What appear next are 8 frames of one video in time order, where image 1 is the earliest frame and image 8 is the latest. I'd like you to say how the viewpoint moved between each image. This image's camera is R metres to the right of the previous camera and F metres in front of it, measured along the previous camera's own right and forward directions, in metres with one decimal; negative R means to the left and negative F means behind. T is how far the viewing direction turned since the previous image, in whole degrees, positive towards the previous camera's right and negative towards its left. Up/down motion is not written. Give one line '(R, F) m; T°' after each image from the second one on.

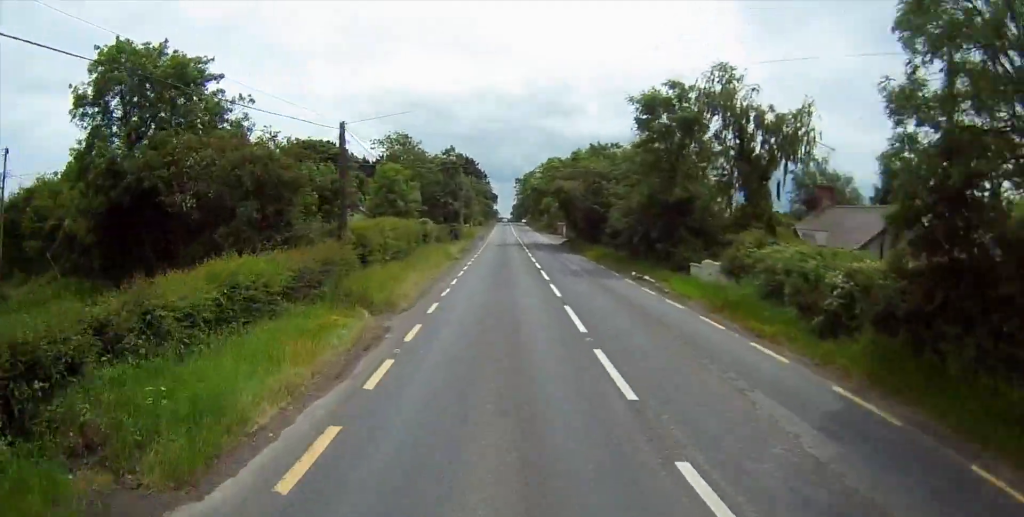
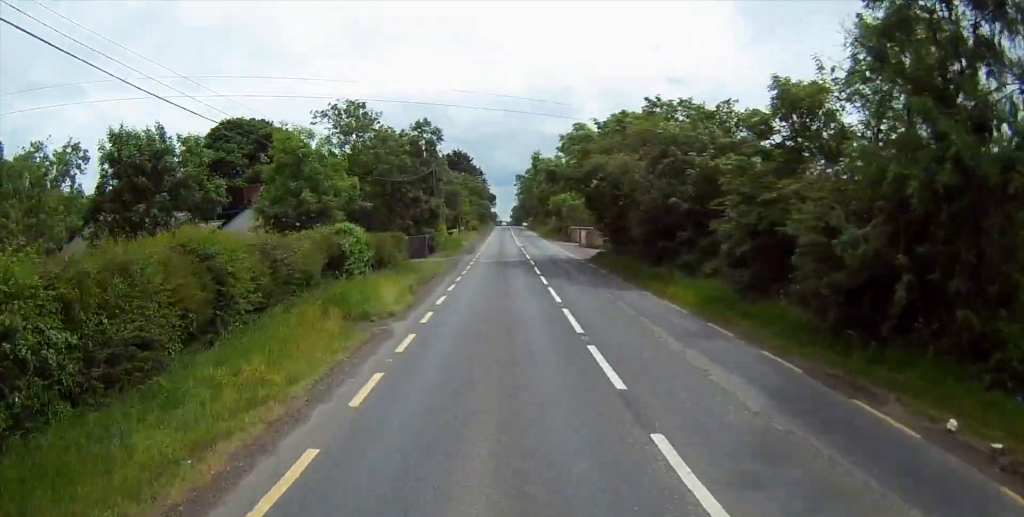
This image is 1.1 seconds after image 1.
(+0.4, +23.8) m; 0°
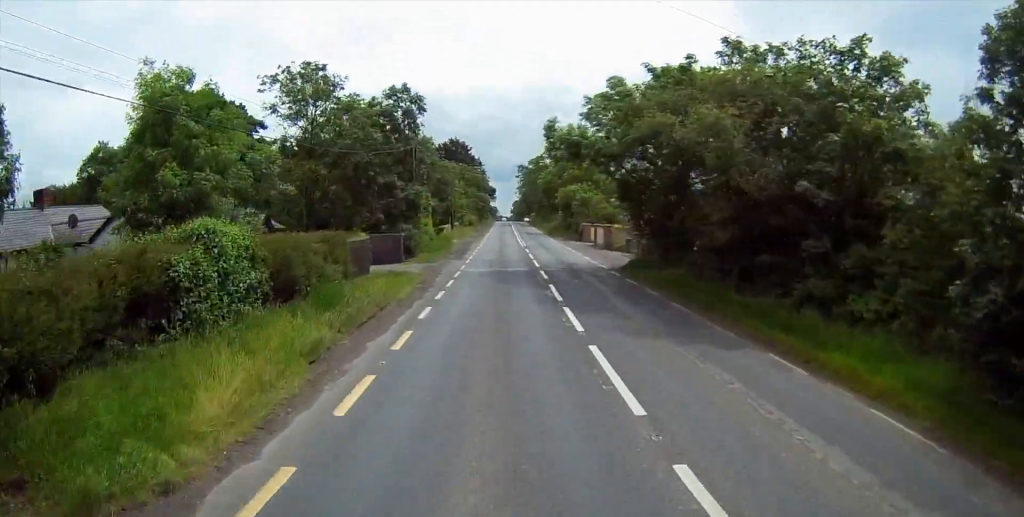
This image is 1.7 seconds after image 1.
(-0.2, +12.2) m; 0°
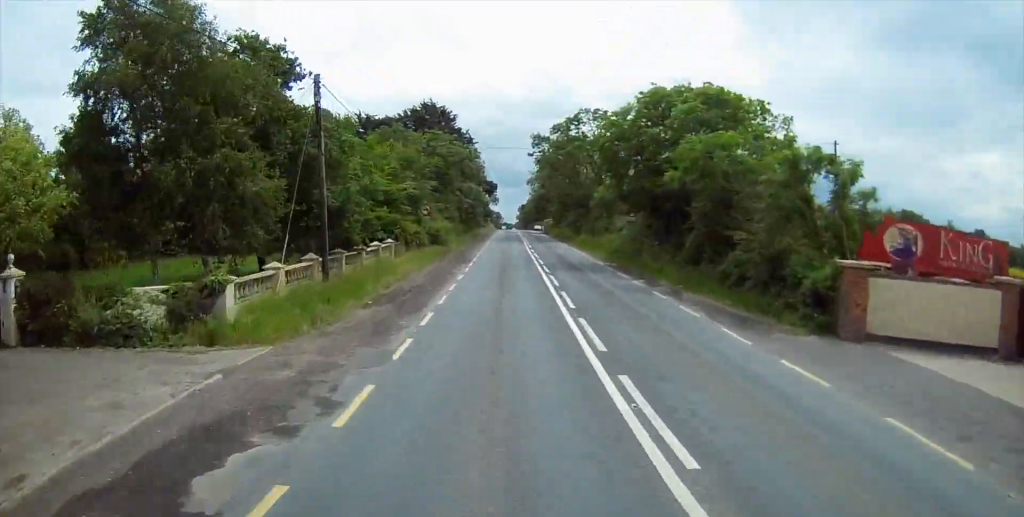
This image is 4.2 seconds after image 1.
(-0.1, +54.7) m; 0°
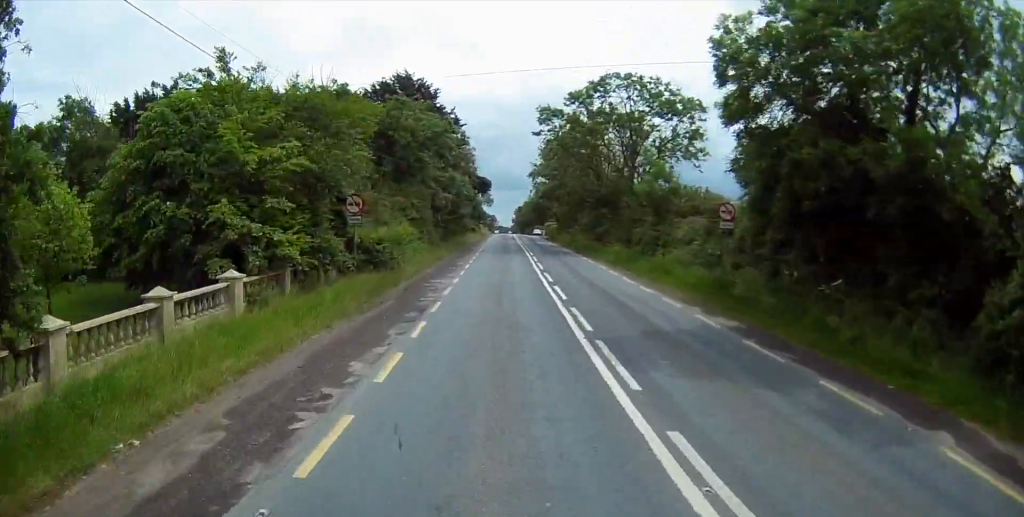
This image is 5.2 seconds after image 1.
(+0.2, +20.7) m; +1°
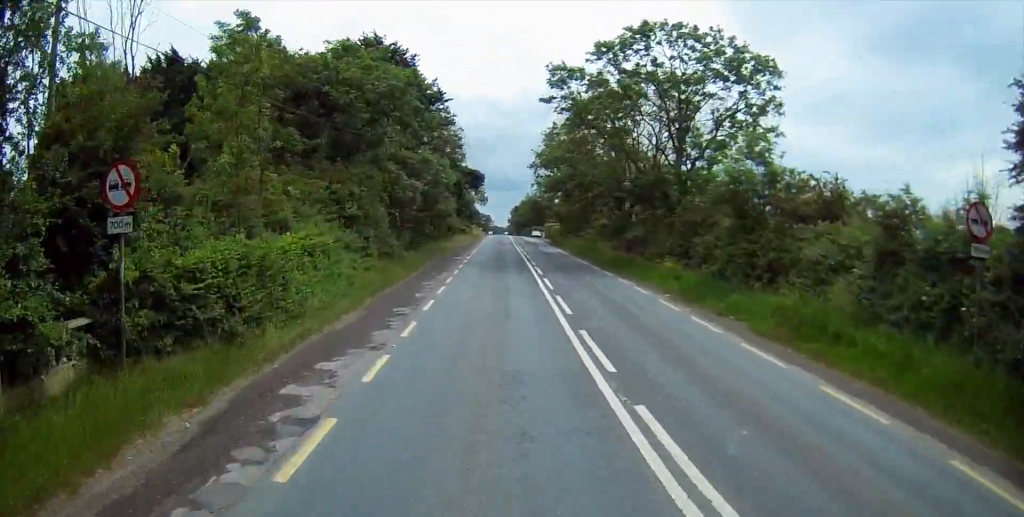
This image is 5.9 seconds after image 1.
(+0.1, +15.6) m; 0°
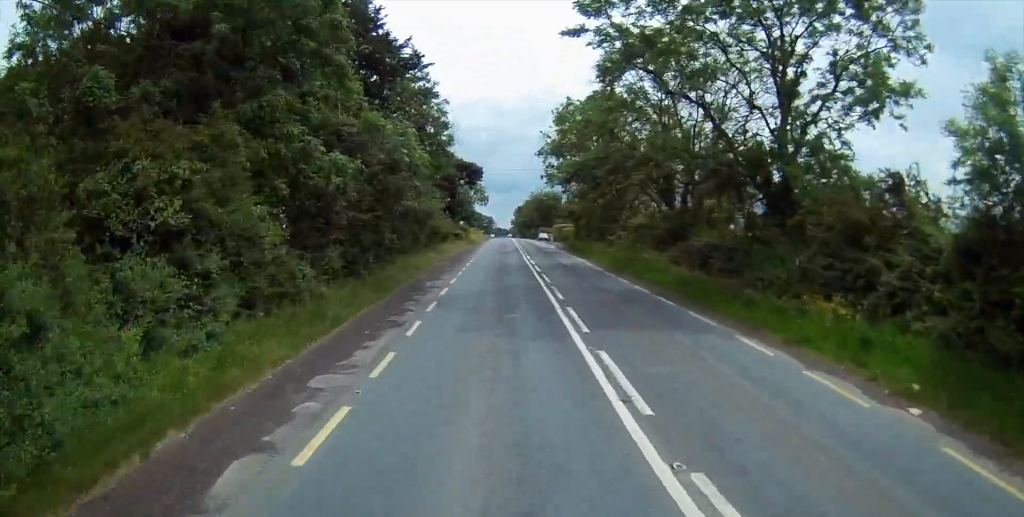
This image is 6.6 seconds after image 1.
(0.0, +15.0) m; -1°
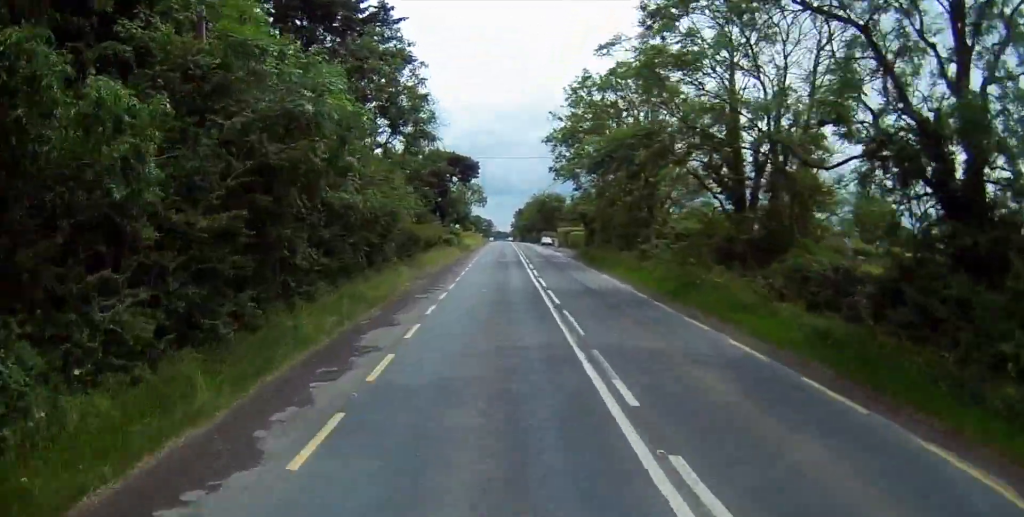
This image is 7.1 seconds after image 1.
(-0.1, +11.5) m; 0°
